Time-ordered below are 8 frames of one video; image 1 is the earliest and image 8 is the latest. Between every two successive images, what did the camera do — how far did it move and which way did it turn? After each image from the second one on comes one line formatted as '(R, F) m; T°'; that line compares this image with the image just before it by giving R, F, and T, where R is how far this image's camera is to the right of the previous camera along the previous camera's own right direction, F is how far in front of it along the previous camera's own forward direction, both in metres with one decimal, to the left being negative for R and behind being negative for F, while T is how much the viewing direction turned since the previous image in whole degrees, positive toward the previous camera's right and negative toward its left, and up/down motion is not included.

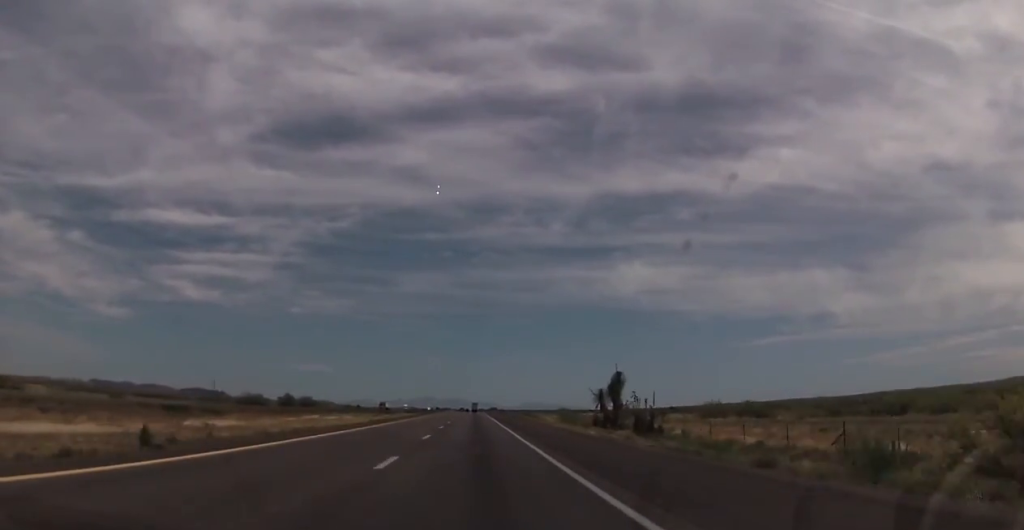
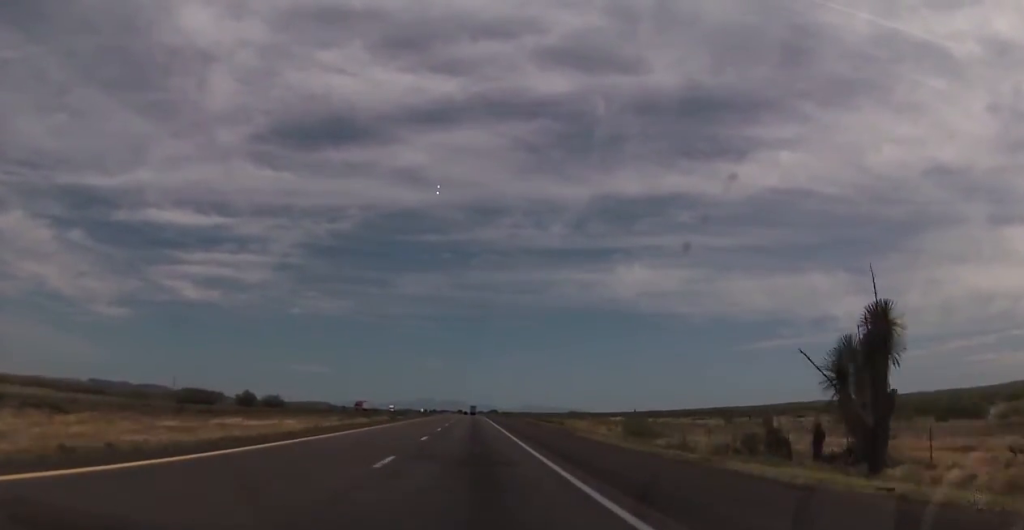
(+0.3, +36.0) m; 0°
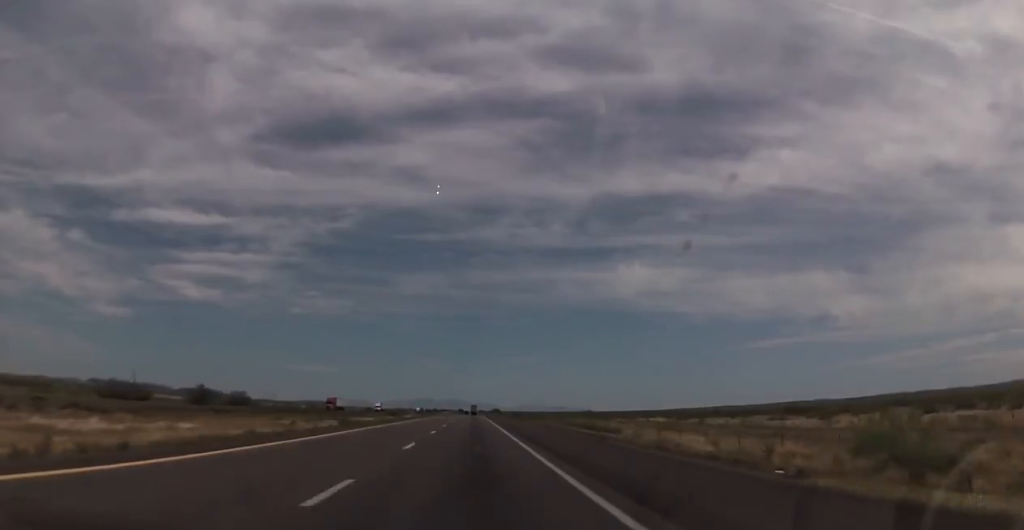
(-0.1, +30.1) m; 0°
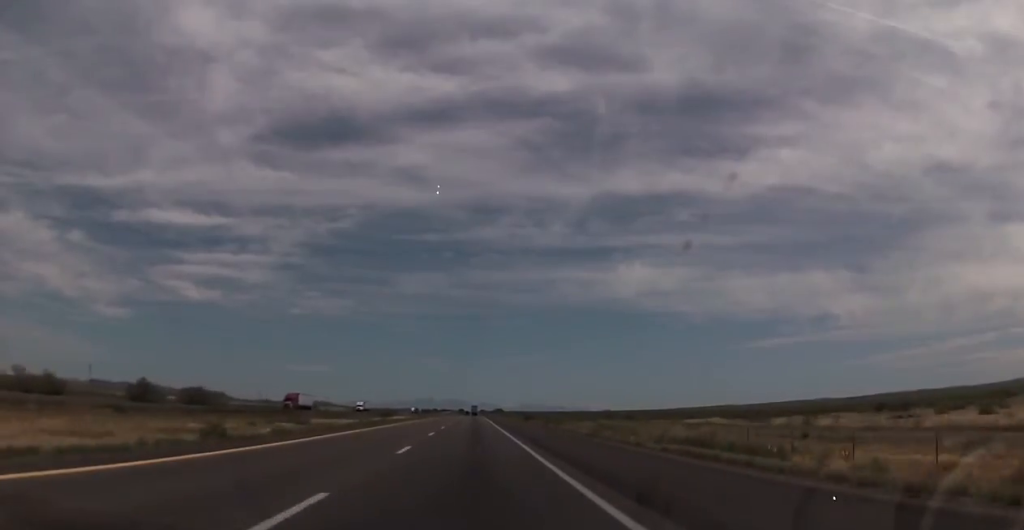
(-0.4, +26.4) m; 0°
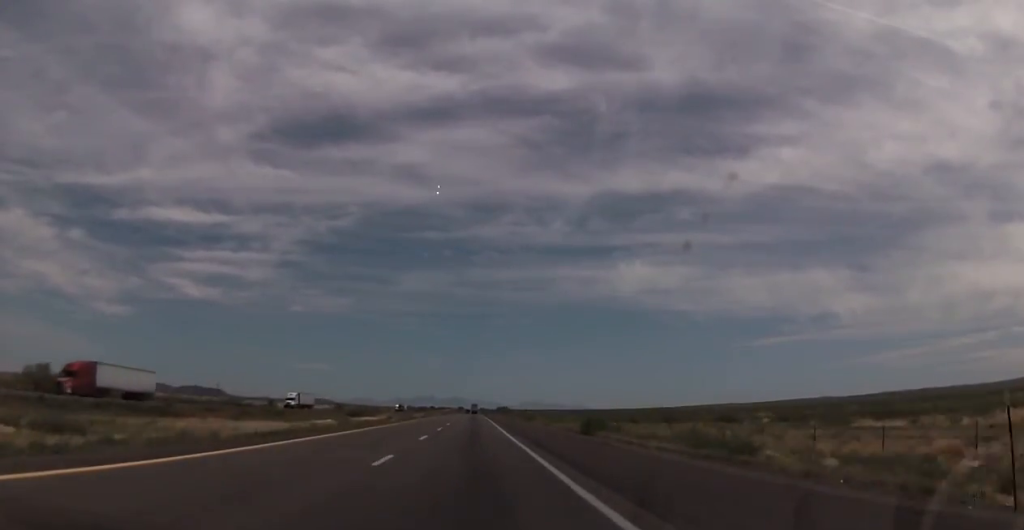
(+0.8, +52.9) m; 0°
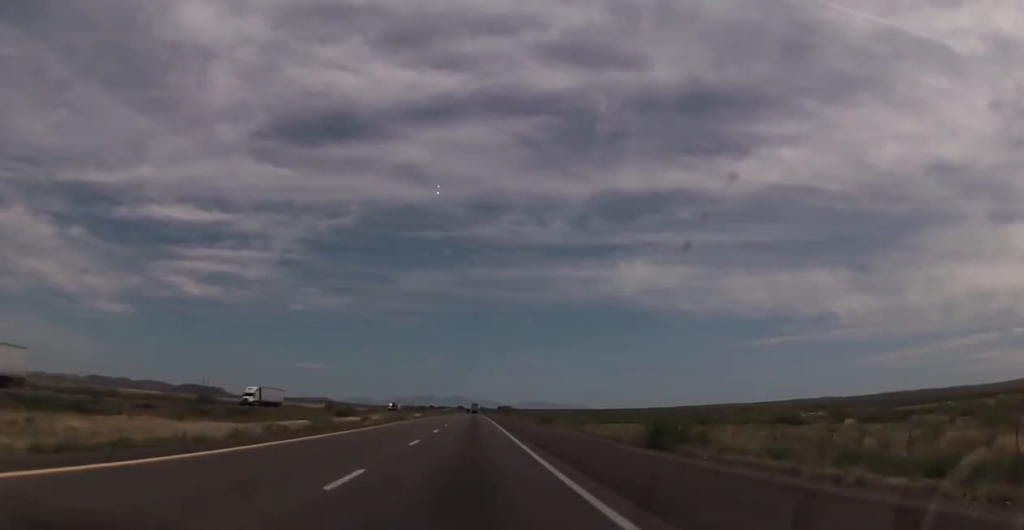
(+0.1, +16.8) m; 0°
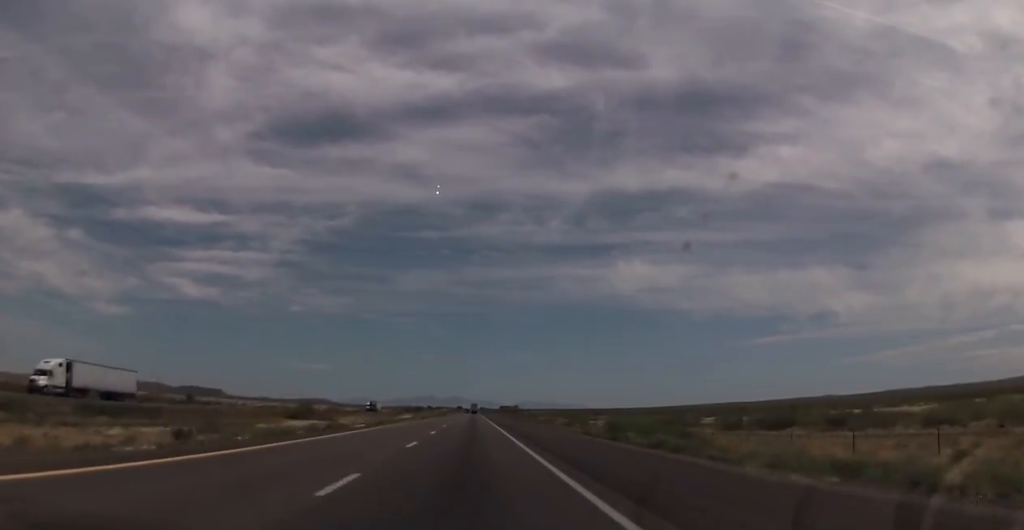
(-0.5, +37.3) m; 0°
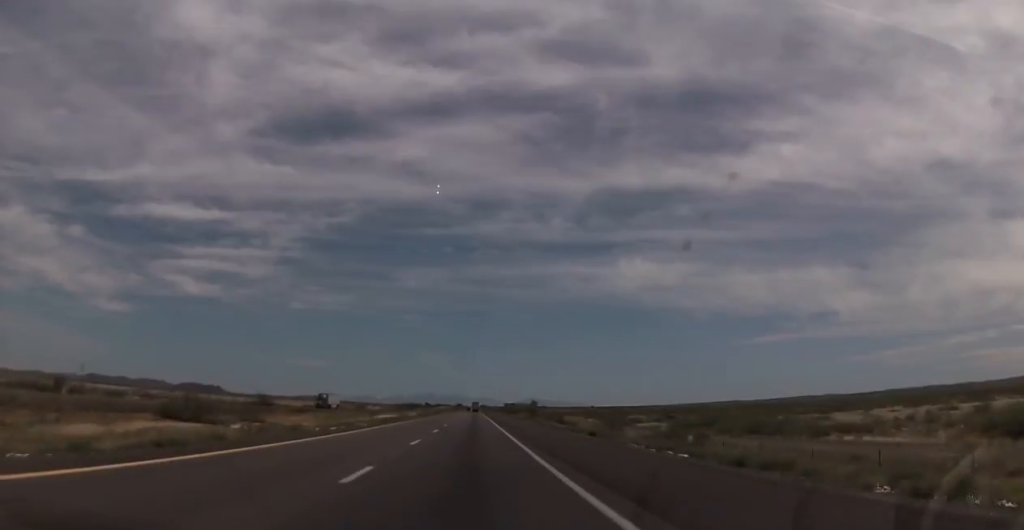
(+0.4, +46.9) m; 0°
